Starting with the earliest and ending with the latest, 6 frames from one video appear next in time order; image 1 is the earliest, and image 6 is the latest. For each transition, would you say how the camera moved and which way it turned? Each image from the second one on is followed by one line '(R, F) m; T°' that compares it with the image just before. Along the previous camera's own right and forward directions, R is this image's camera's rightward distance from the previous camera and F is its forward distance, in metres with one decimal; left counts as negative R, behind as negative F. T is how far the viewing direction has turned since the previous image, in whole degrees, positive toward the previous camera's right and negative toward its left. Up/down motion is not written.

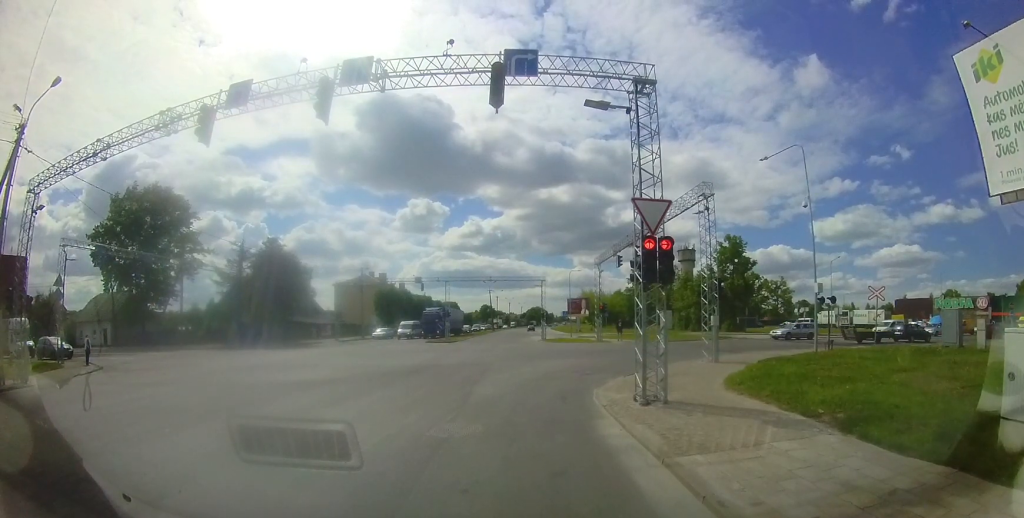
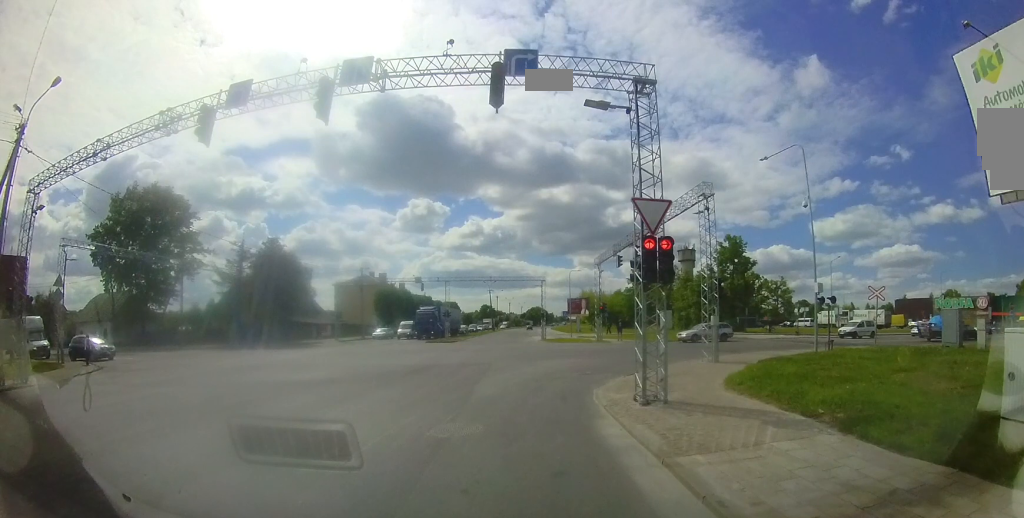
(0.0, 0.0) m; 0°
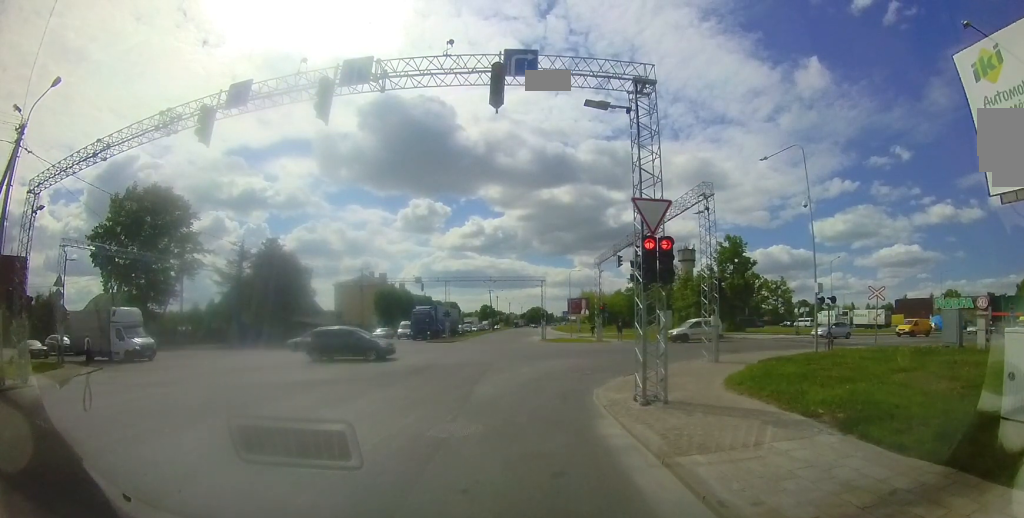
(0.0, 0.0) m; 0°
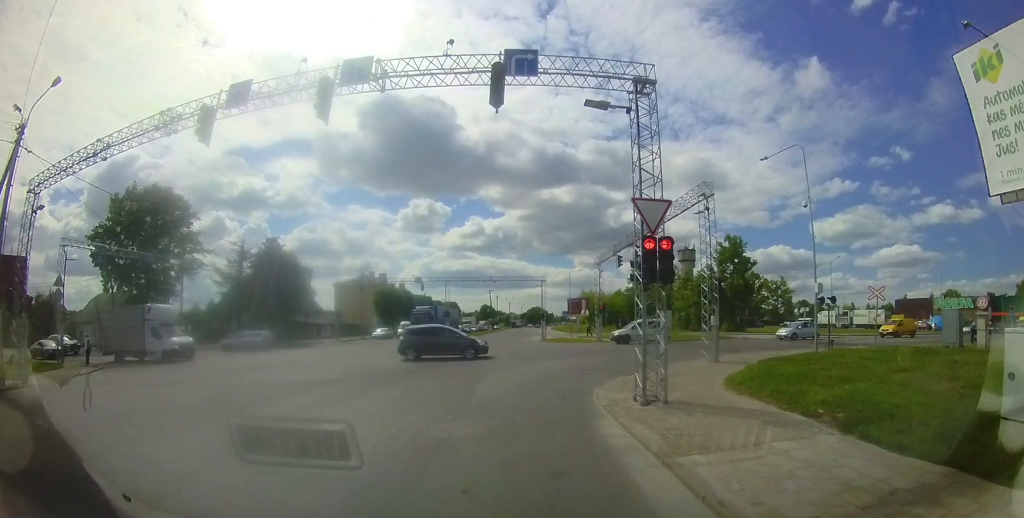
(0.0, 0.0) m; 0°
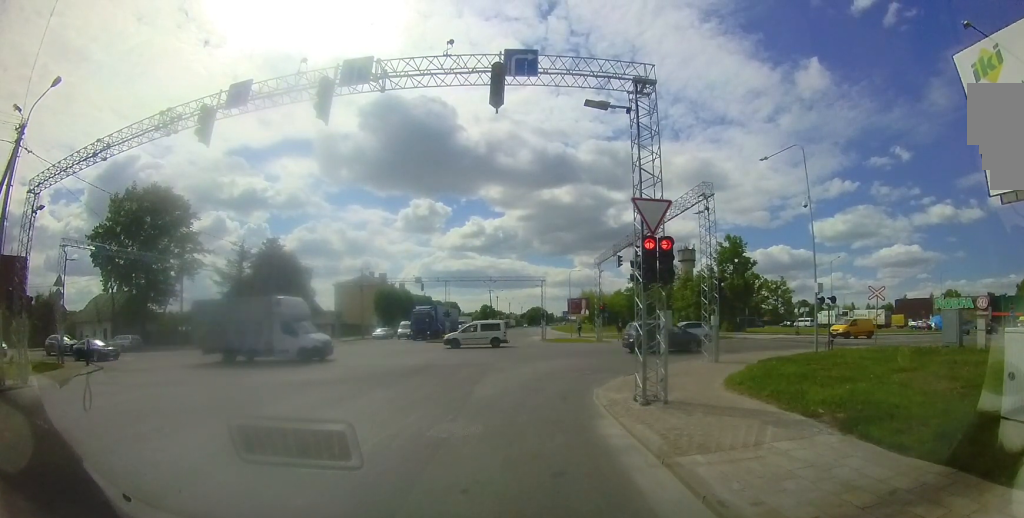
(0.0, 0.0) m; 0°
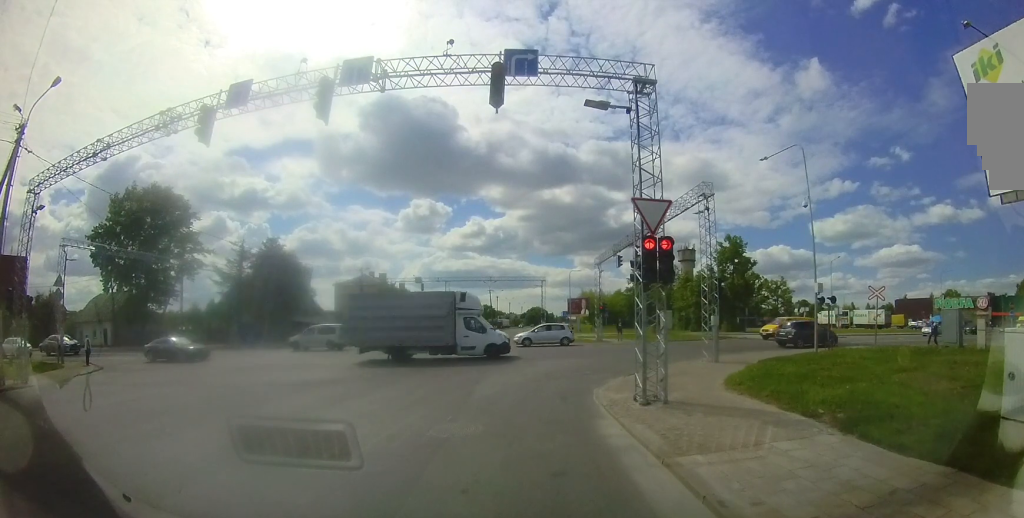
(0.0, 0.0) m; 0°
